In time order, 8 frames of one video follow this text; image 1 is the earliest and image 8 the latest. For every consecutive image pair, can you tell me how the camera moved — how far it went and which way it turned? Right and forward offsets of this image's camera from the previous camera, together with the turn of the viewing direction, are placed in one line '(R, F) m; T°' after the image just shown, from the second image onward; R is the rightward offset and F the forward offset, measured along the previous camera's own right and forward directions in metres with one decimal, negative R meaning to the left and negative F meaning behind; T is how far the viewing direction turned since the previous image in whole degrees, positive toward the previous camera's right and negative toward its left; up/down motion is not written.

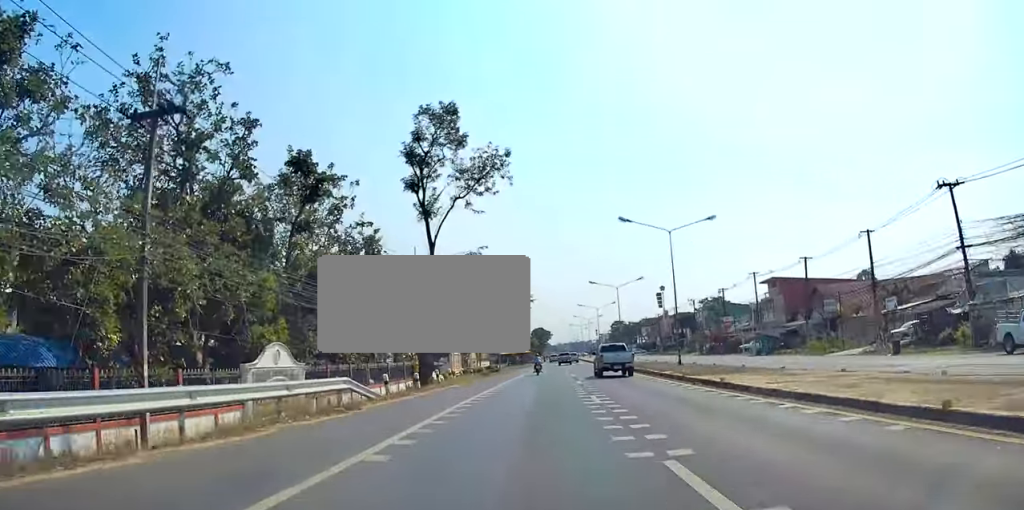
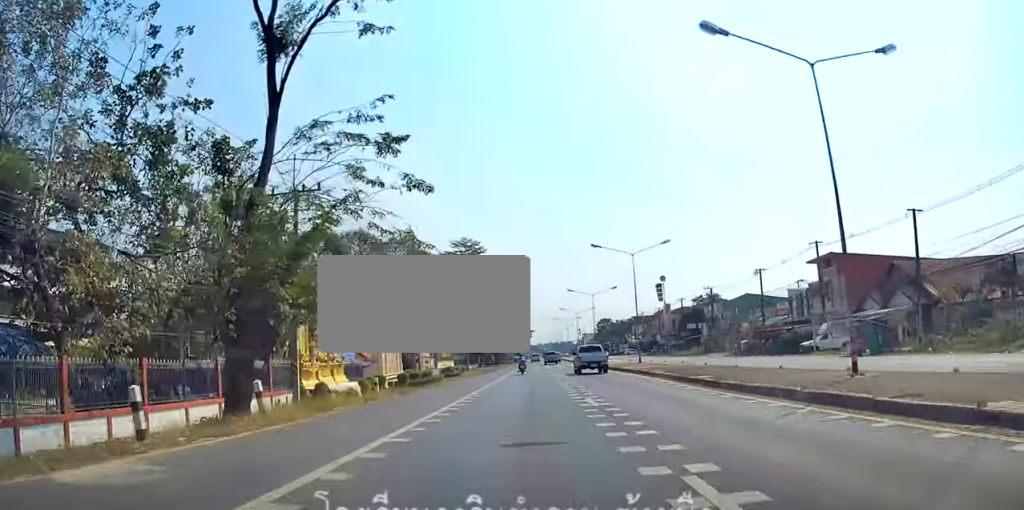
(+0.5, +26.0) m; +2°
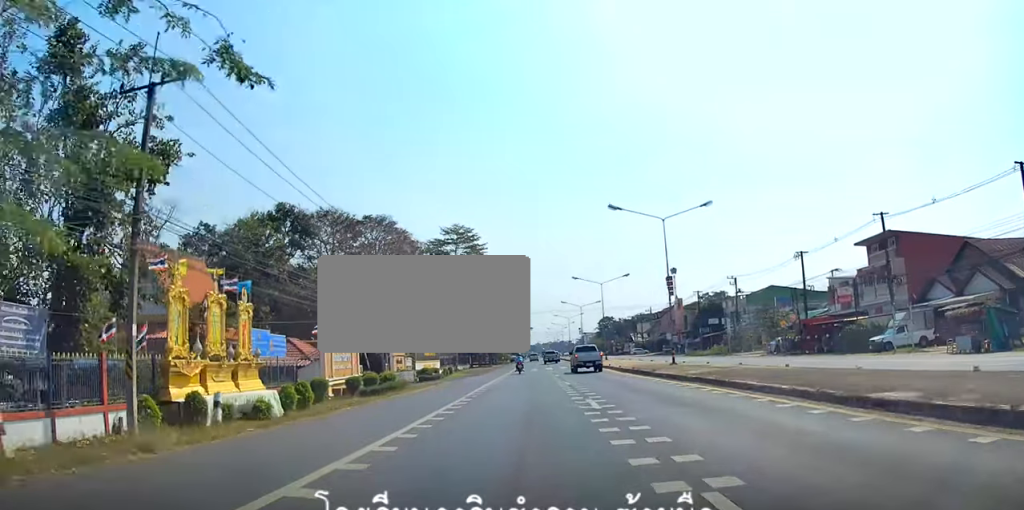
(+0.1, +12.6) m; +1°
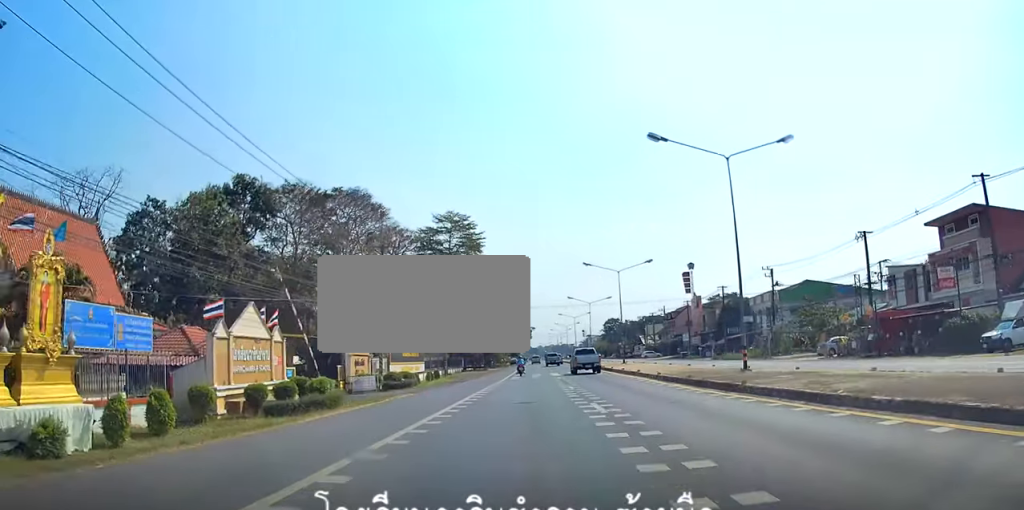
(+0.1, +12.9) m; 0°
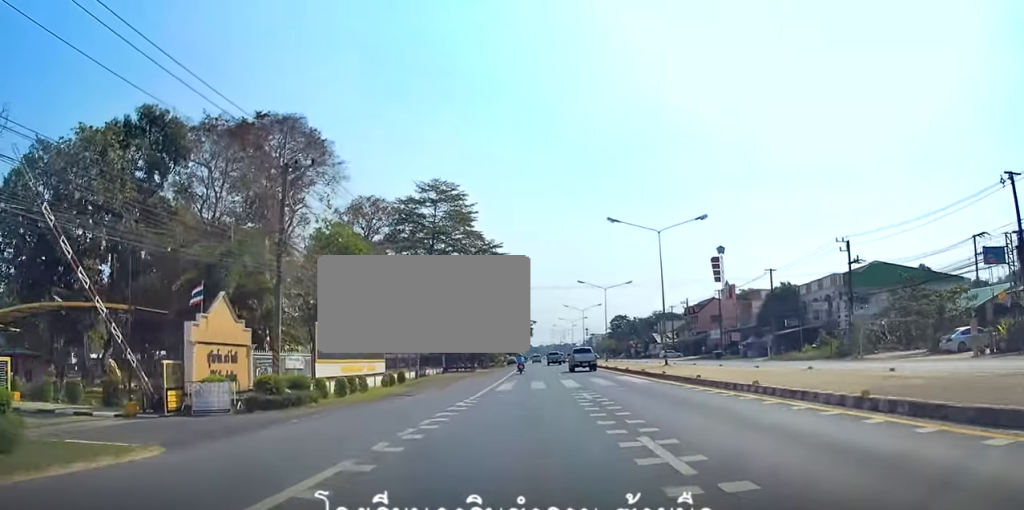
(-0.1, +19.3) m; 0°
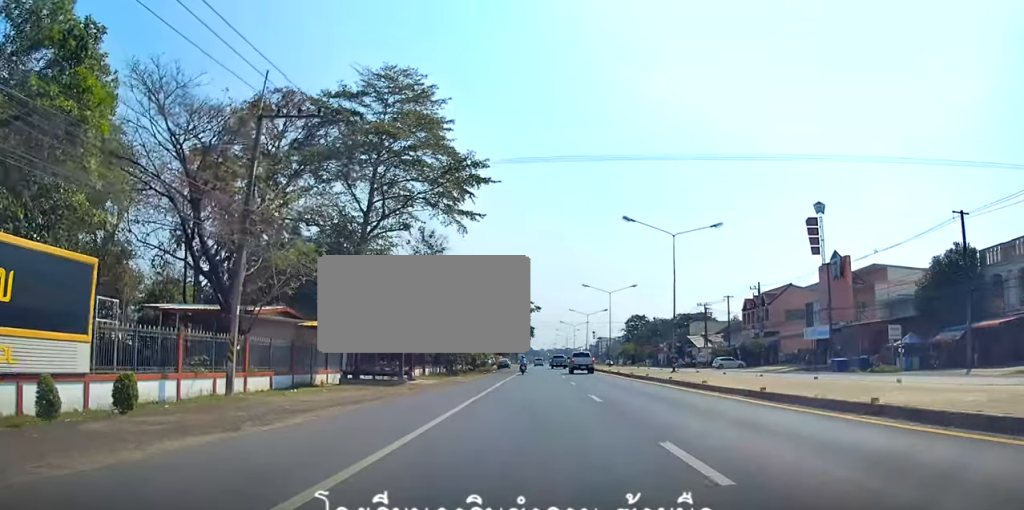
(+0.2, +35.3) m; +1°
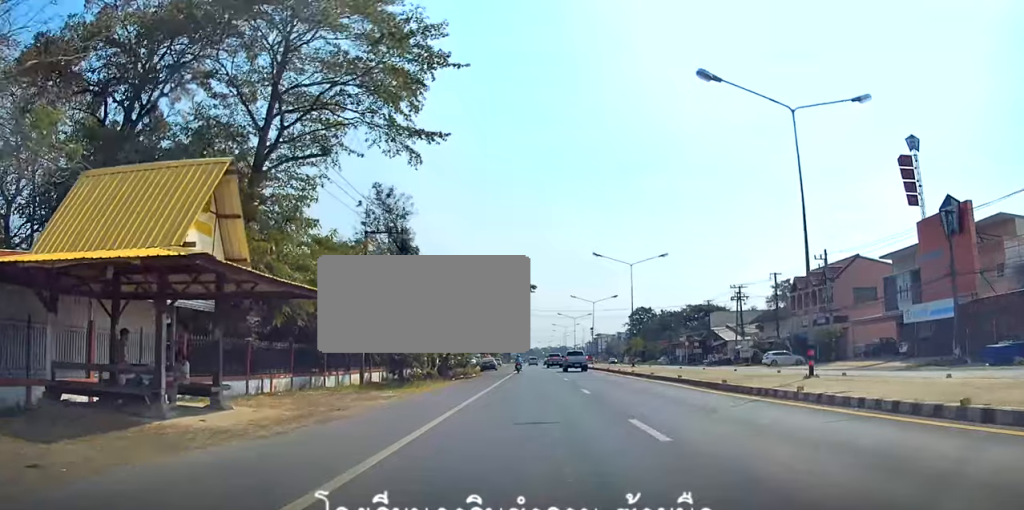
(+0.1, +21.2) m; 0°
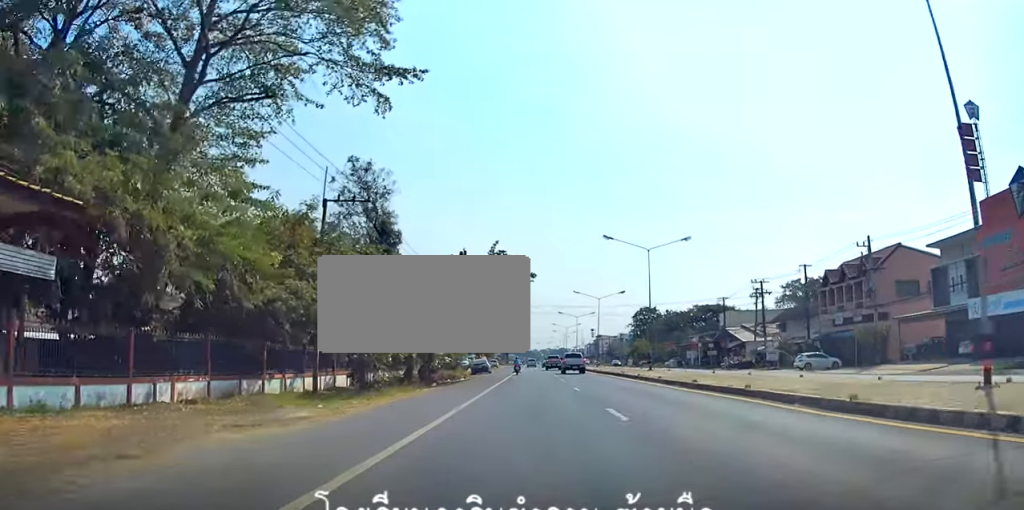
(0.0, +8.9) m; 0°
